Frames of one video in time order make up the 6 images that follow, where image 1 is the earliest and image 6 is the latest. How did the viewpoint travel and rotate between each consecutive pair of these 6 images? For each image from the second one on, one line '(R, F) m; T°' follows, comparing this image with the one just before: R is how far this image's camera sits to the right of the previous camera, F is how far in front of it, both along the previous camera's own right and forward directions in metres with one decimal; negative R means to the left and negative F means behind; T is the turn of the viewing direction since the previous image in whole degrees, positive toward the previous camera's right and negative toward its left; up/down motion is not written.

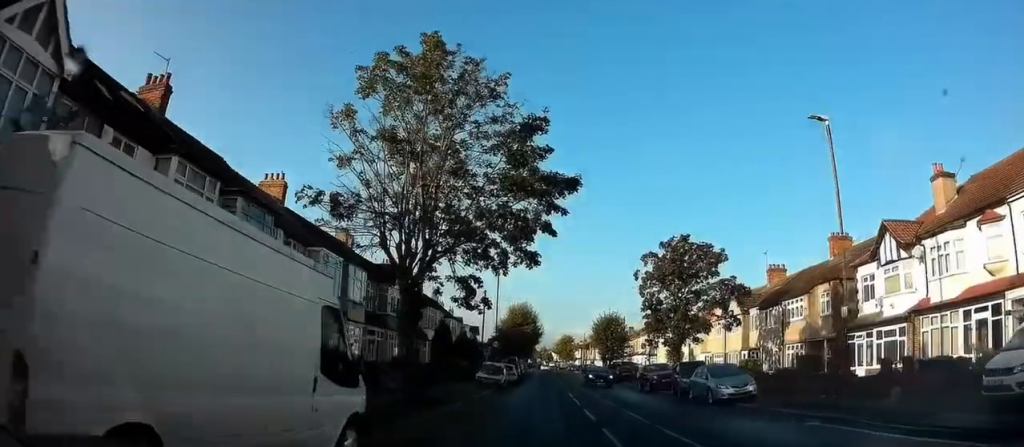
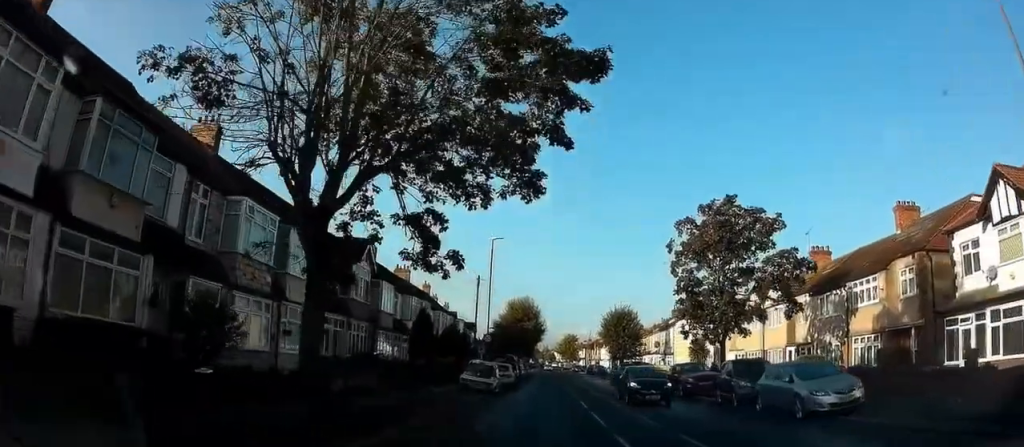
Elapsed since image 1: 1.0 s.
(0.0, +7.8) m; 0°
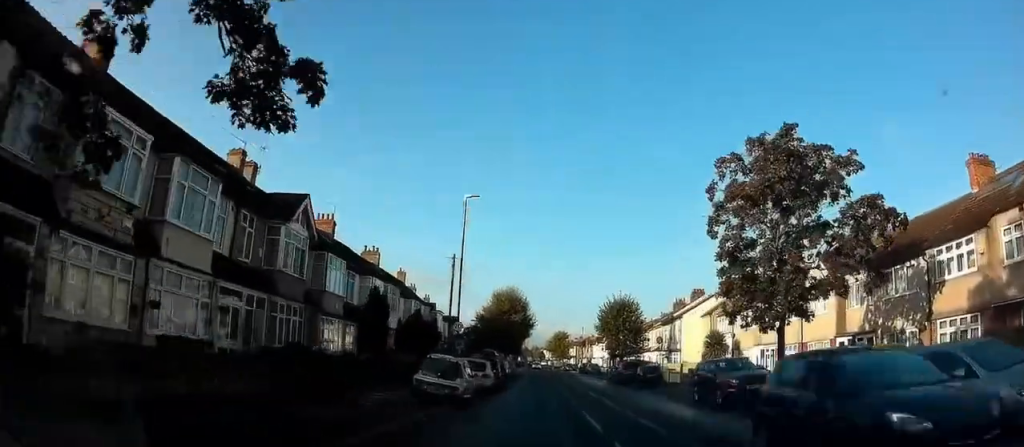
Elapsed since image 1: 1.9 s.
(0.0, +7.4) m; 0°
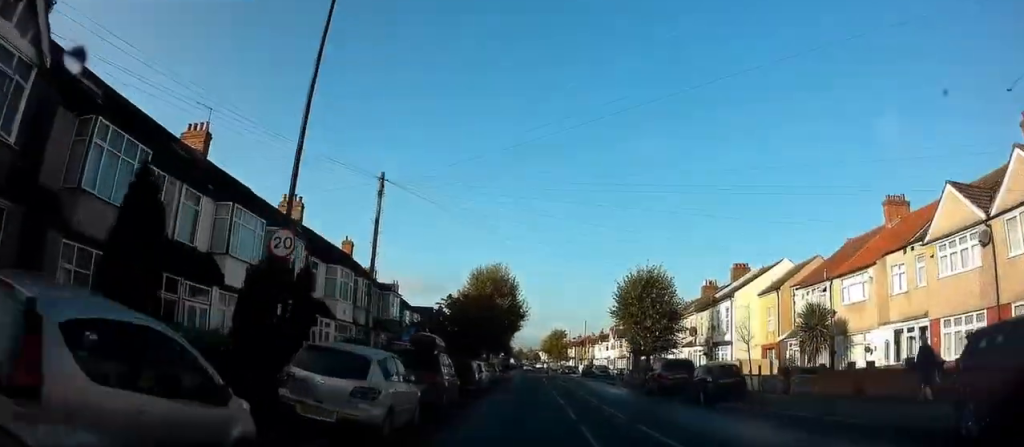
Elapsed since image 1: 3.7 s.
(0.0, +15.6) m; 0°
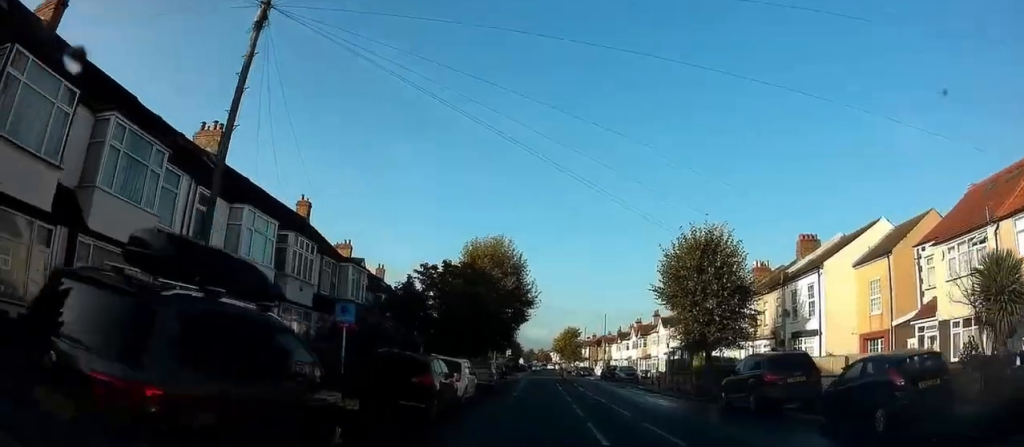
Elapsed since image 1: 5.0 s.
(0.0, +11.1) m; -1°
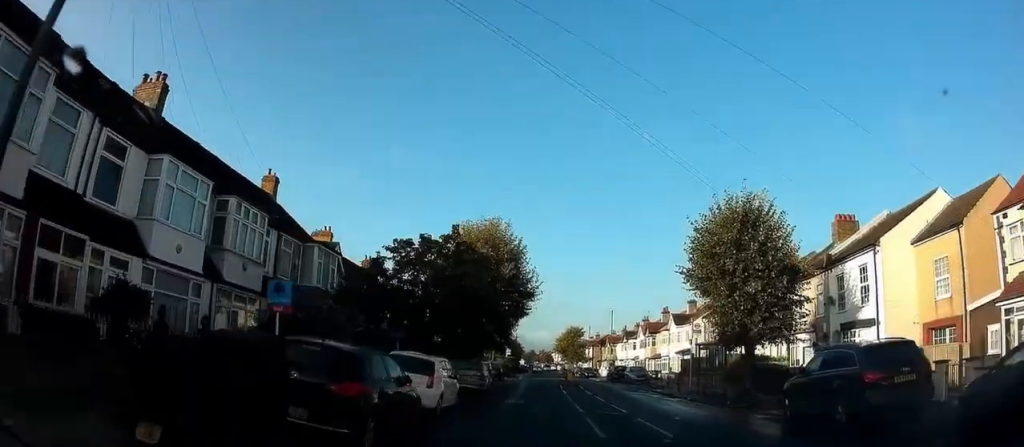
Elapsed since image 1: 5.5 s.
(-0.1, +5.0) m; 0°
